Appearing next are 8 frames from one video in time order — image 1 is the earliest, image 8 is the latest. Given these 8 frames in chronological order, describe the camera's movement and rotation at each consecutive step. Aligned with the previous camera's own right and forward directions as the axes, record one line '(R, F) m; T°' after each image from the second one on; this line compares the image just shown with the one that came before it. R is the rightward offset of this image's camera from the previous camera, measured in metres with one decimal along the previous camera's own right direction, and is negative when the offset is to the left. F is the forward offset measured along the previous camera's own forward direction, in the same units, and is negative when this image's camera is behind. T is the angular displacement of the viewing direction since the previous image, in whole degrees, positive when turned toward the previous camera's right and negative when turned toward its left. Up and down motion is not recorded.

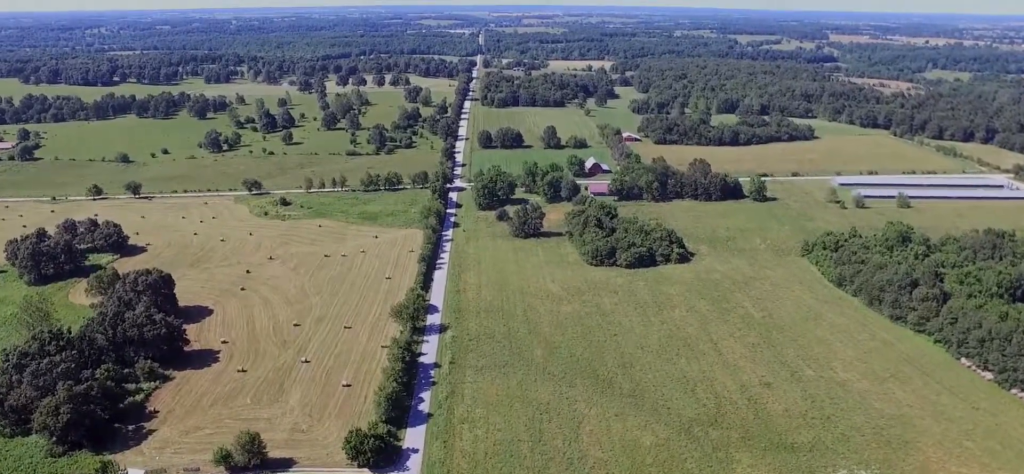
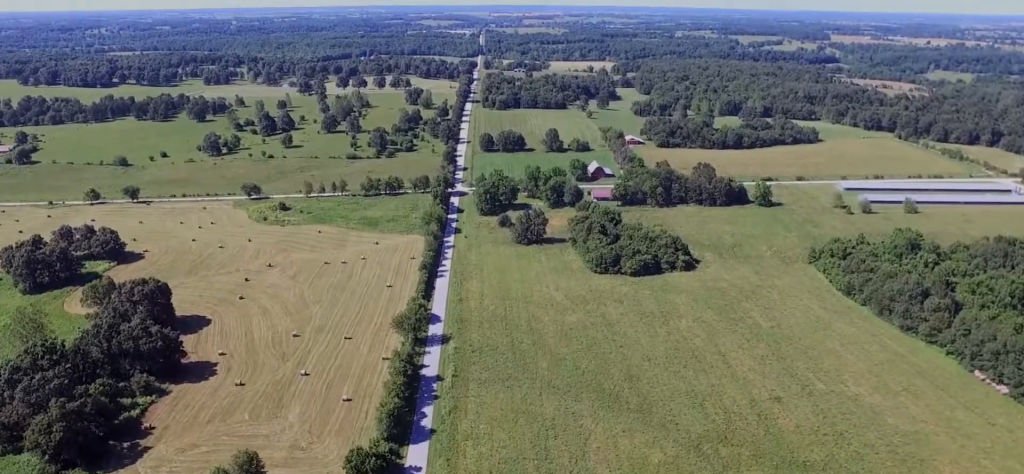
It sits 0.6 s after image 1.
(0.0, +6.4) m; 0°
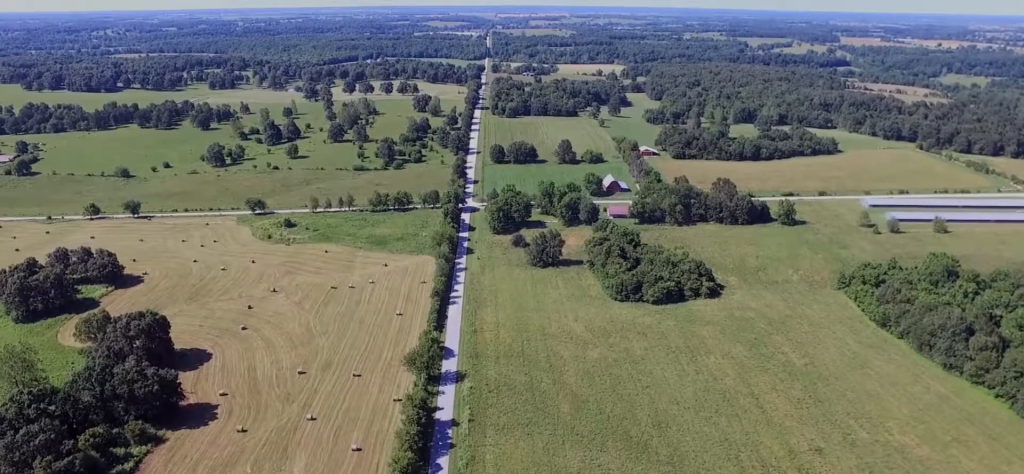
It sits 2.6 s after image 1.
(-0.3, +20.2) m; 0°
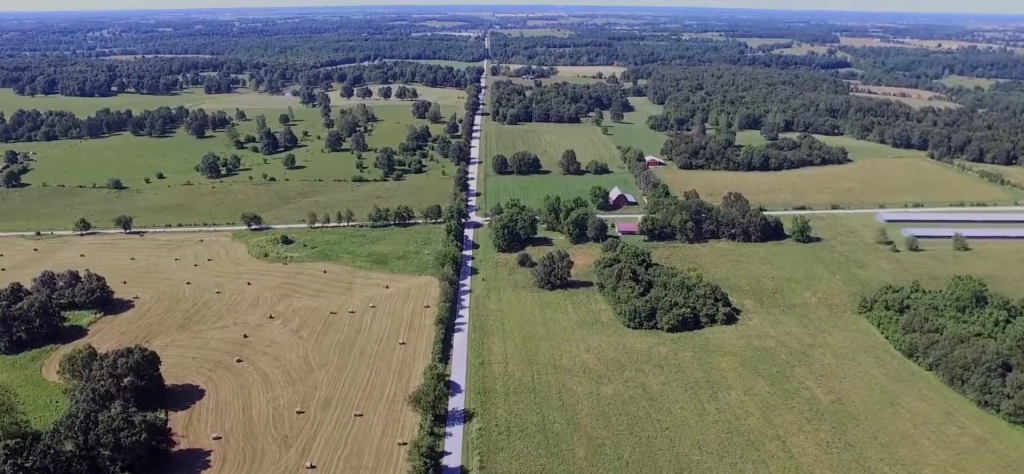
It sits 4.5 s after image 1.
(+0.7, +19.3) m; +4°
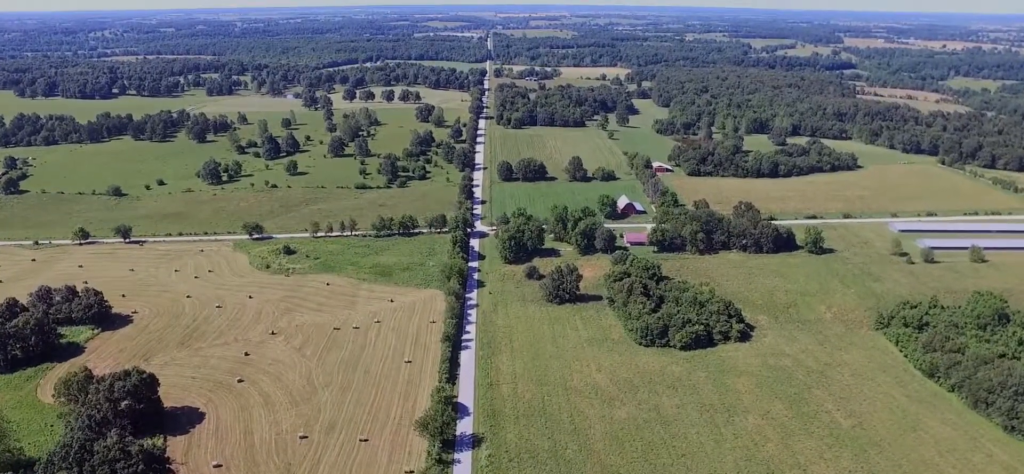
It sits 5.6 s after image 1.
(+0.2, +12.1) m; +2°
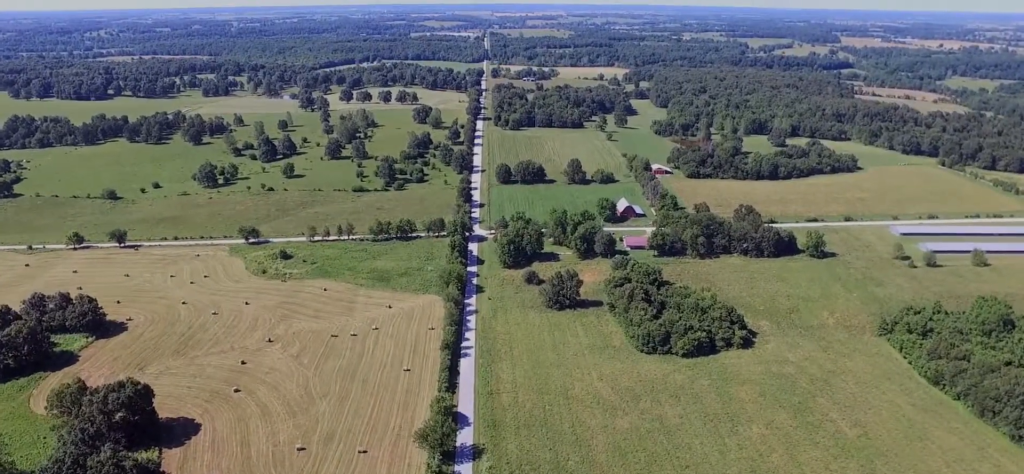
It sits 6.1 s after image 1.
(+0.1, +5.8) m; +1°
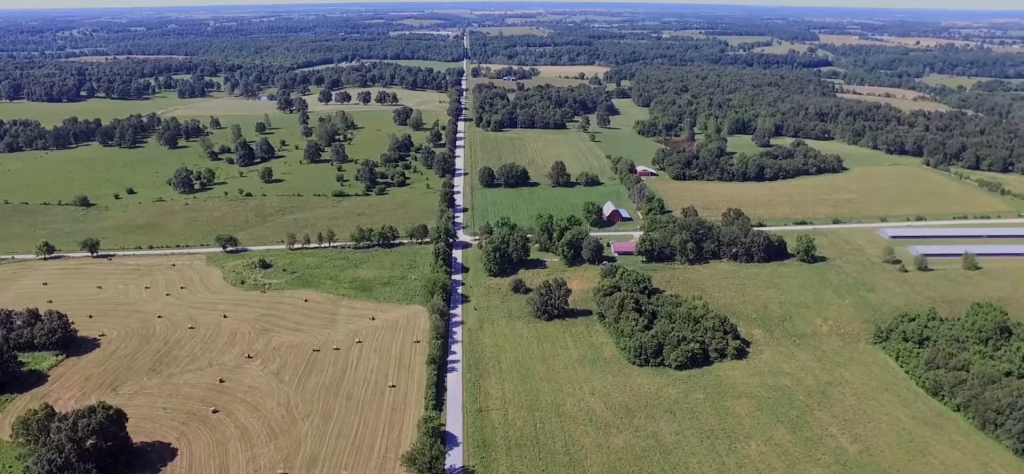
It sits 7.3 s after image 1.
(+0.2, +13.4) m; +1°
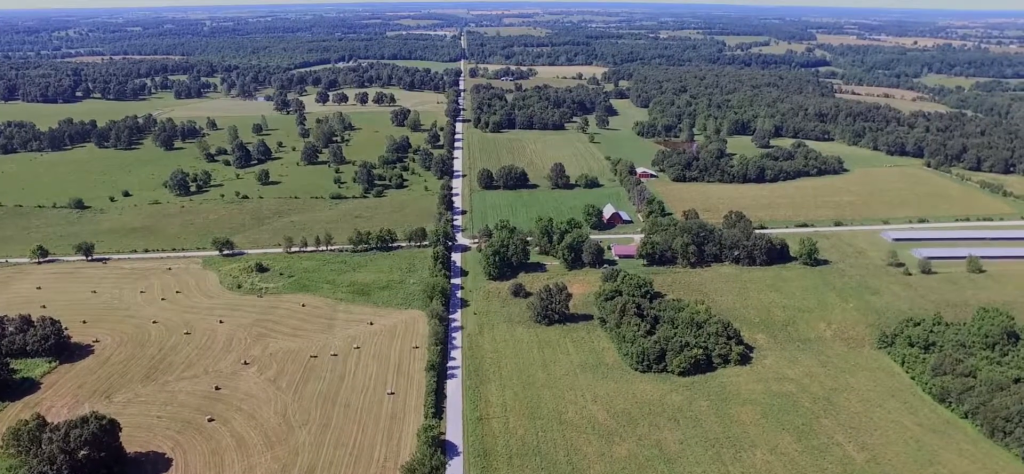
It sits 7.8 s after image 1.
(0.0, +6.0) m; 0°
